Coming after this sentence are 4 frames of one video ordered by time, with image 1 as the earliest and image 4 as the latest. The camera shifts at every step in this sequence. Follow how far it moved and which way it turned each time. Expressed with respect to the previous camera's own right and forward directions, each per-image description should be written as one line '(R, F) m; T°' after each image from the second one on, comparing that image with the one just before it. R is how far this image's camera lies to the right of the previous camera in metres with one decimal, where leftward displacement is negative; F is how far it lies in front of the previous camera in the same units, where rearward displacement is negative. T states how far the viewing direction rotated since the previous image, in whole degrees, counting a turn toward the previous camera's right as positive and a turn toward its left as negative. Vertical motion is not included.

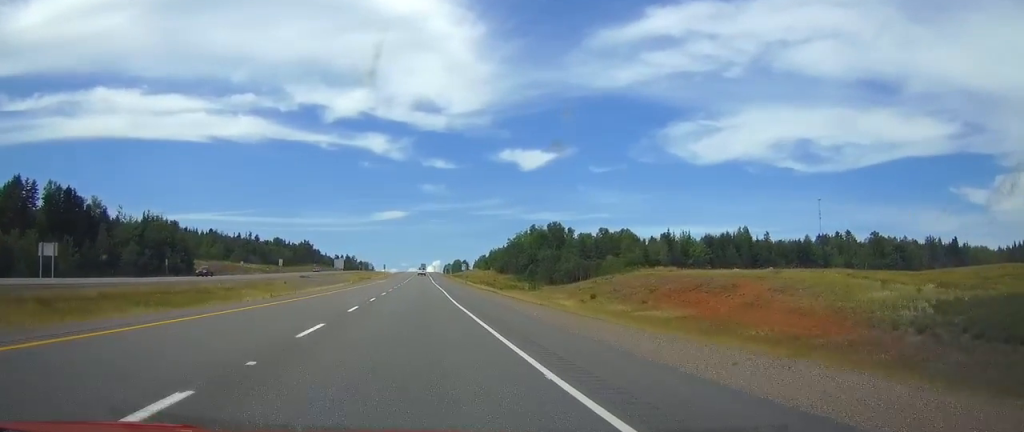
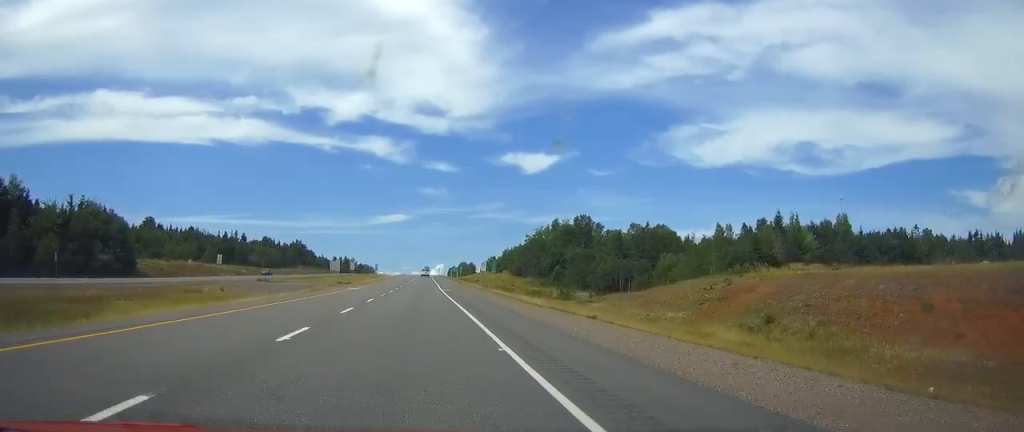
(+0.2, +36.6) m; 0°
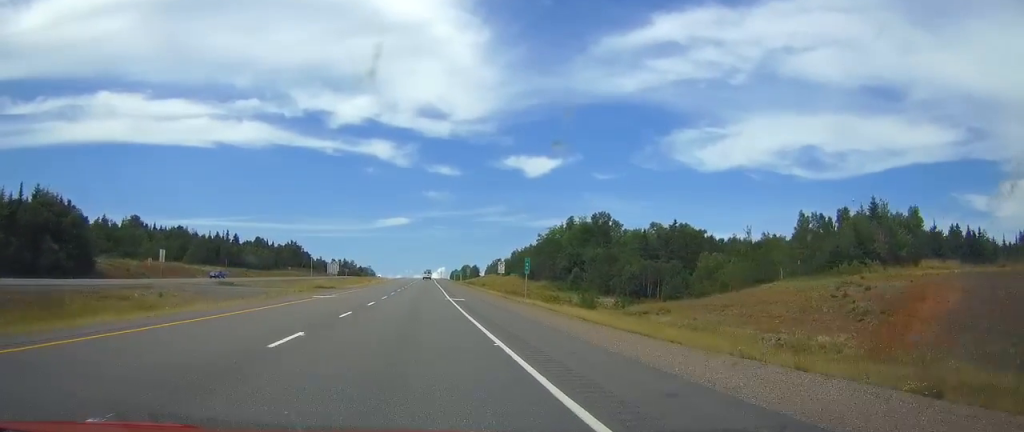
(0.0, +18.8) m; 0°
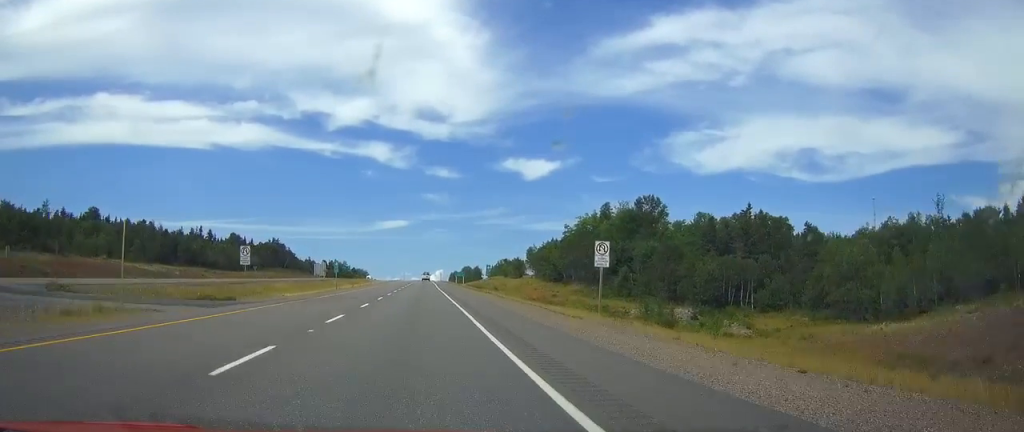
(-0.1, +38.6) m; 0°
